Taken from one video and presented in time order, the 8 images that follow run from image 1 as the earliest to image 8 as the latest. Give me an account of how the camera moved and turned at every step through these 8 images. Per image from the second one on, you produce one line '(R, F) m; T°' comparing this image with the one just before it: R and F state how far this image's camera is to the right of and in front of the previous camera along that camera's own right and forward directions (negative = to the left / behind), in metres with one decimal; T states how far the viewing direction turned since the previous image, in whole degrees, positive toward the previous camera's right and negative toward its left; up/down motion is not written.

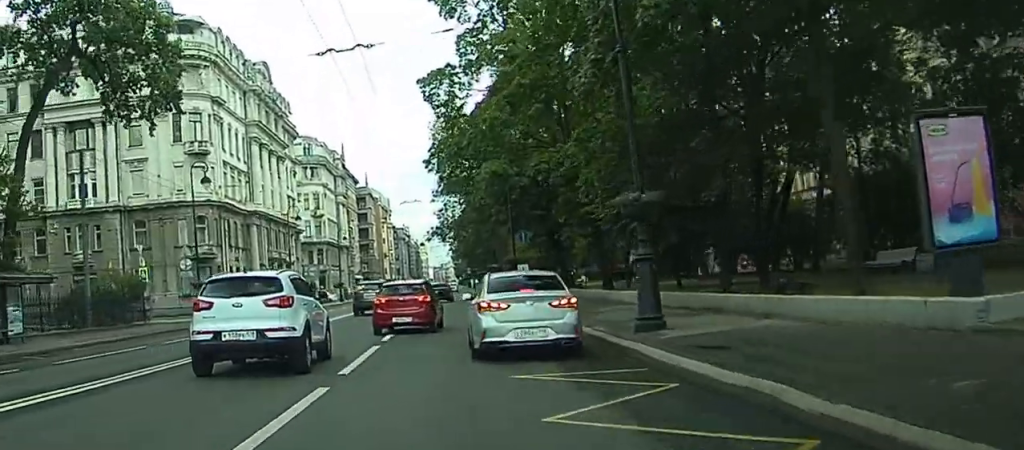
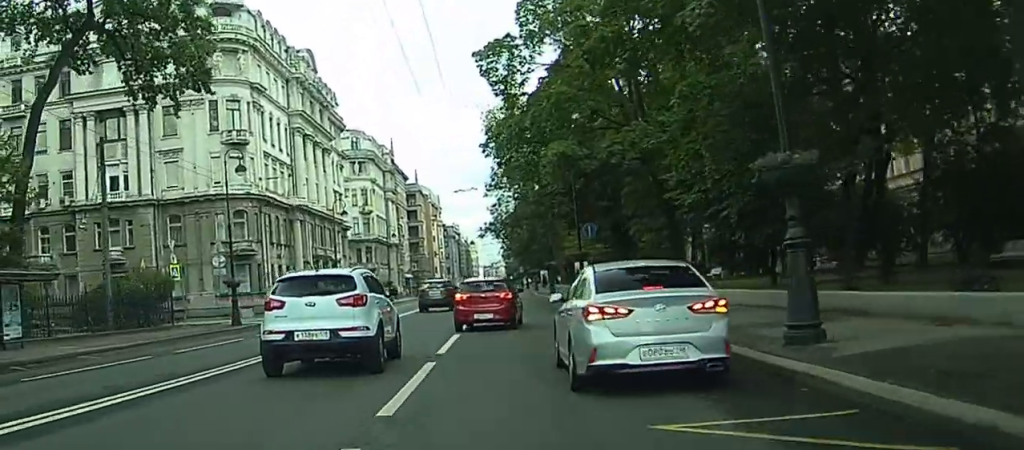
(+0.2, +5.0) m; +2°
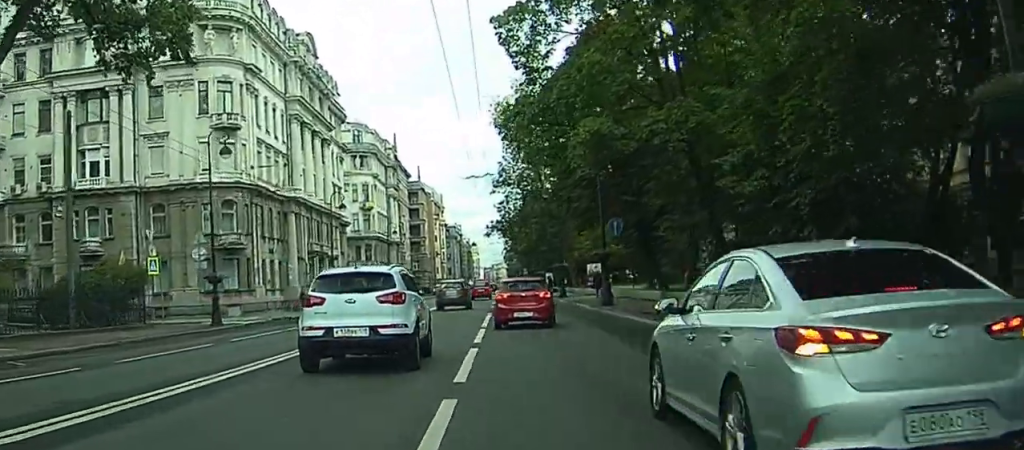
(+0.1, +5.6) m; +1°
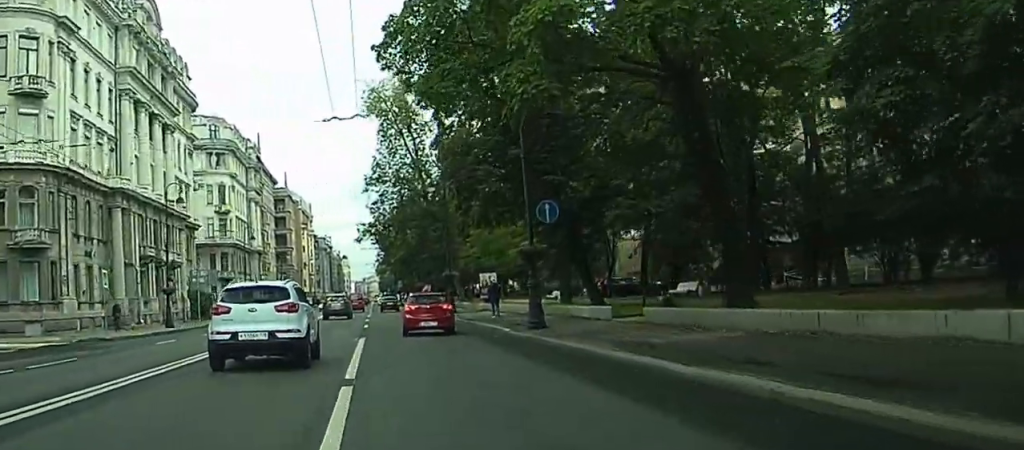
(+0.1, +14.4) m; 0°
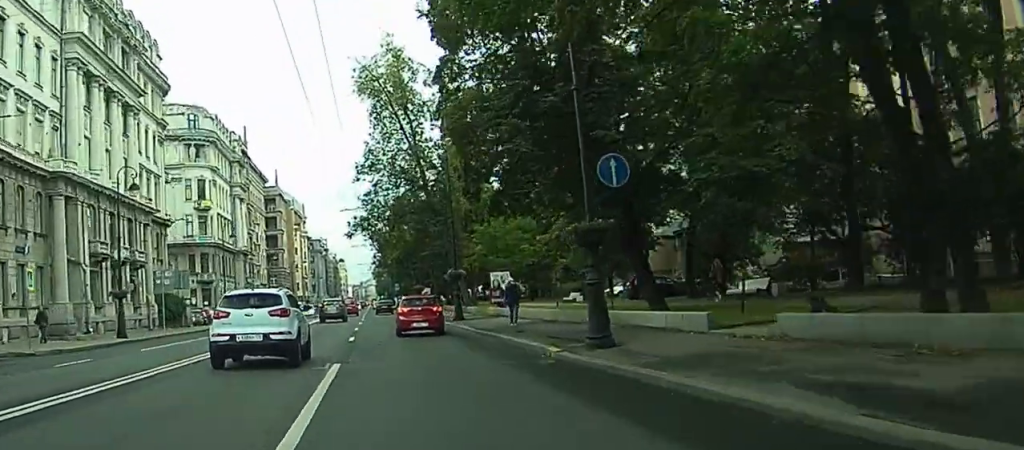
(+0.1, +8.8) m; -1°
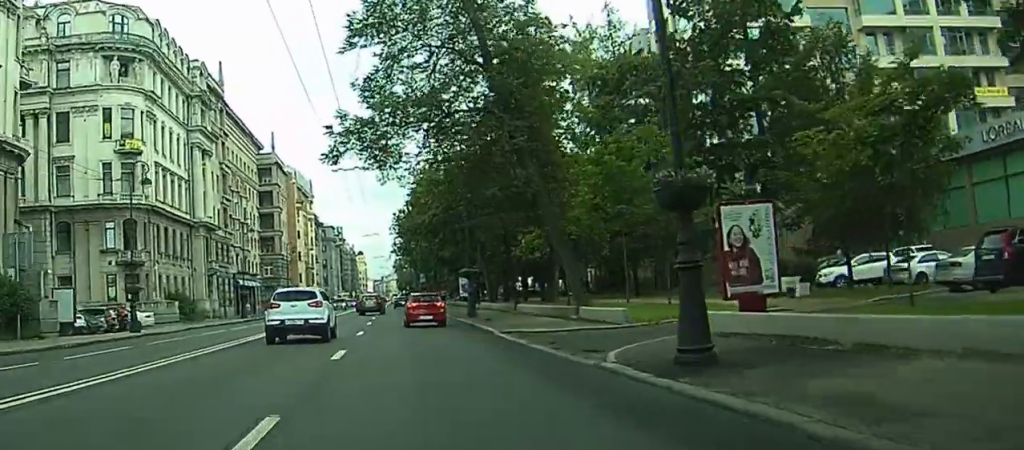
(+2.3, +31.8) m; +3°
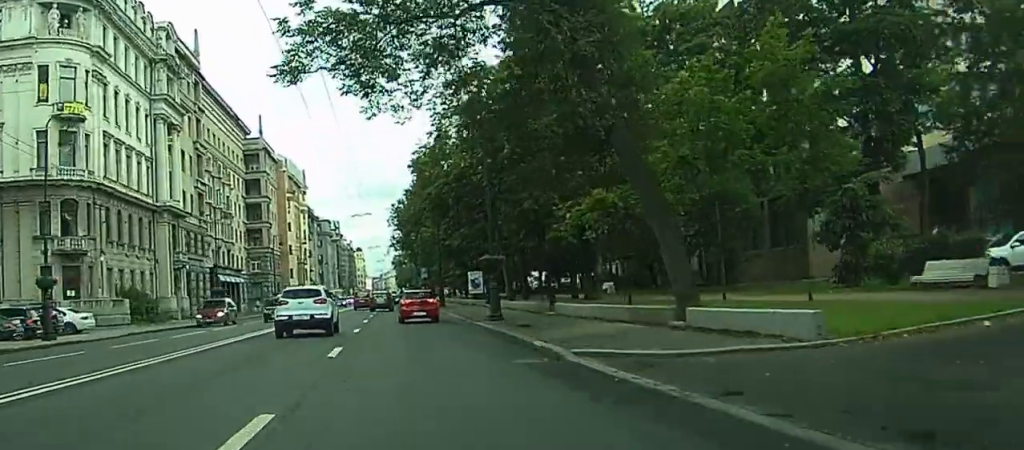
(-0.2, +11.1) m; -1°
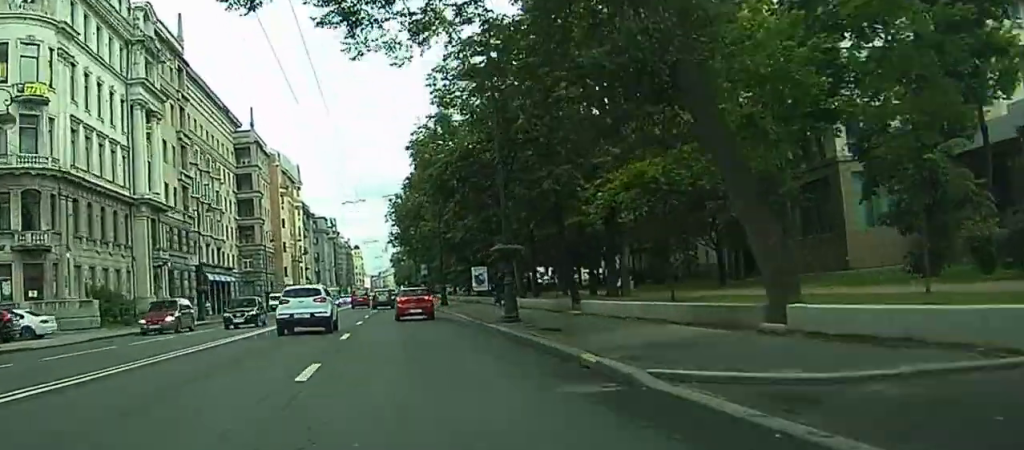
(0.0, +5.2) m; 0°
